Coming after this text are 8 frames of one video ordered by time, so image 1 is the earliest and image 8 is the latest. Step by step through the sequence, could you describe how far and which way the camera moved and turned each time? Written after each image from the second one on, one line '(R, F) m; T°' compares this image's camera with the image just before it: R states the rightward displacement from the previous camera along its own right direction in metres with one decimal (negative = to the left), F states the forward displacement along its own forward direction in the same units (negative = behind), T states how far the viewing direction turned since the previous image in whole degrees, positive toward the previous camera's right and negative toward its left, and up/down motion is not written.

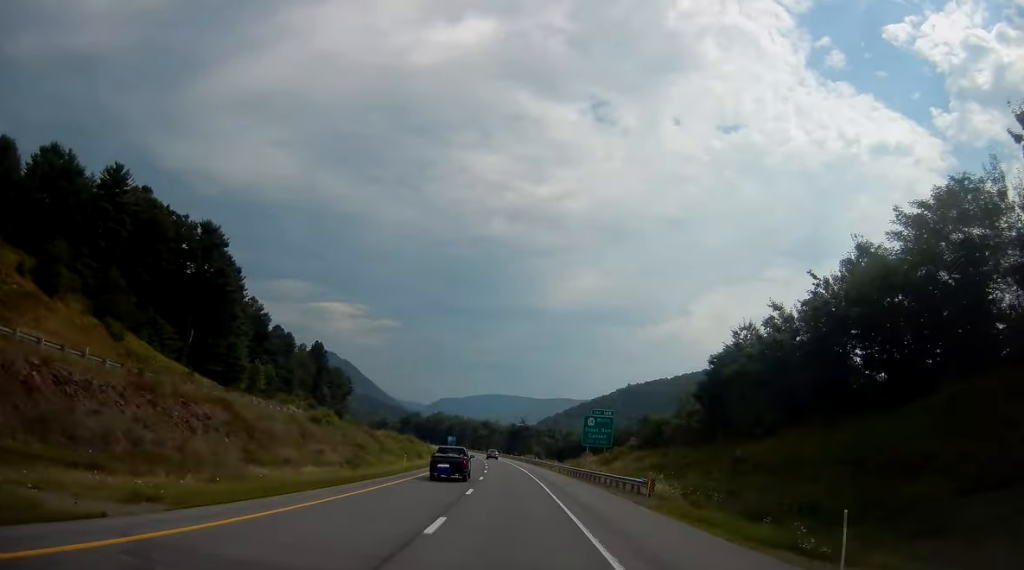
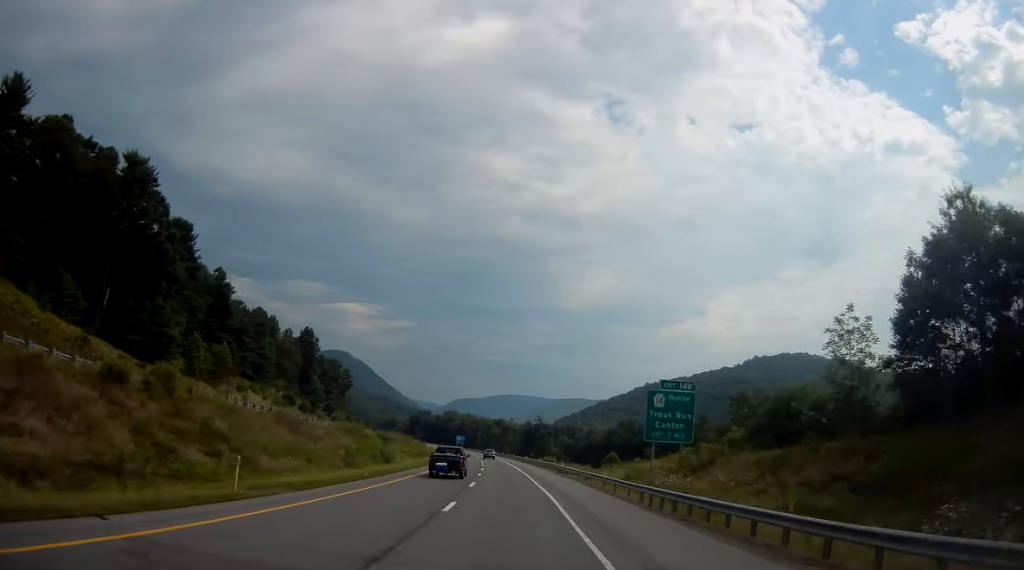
(-0.4, +32.4) m; -1°
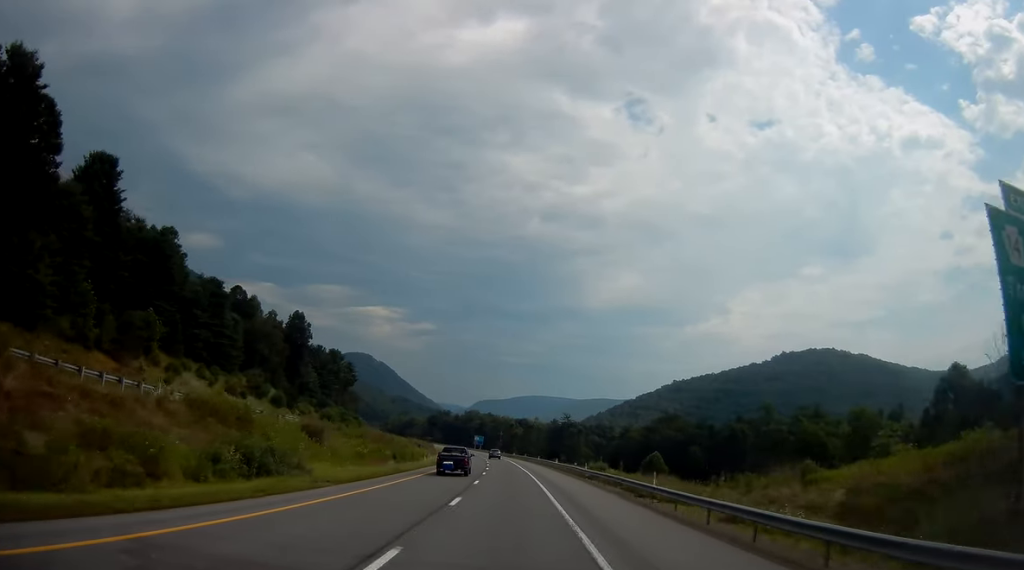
(-0.3, +36.0) m; -2°
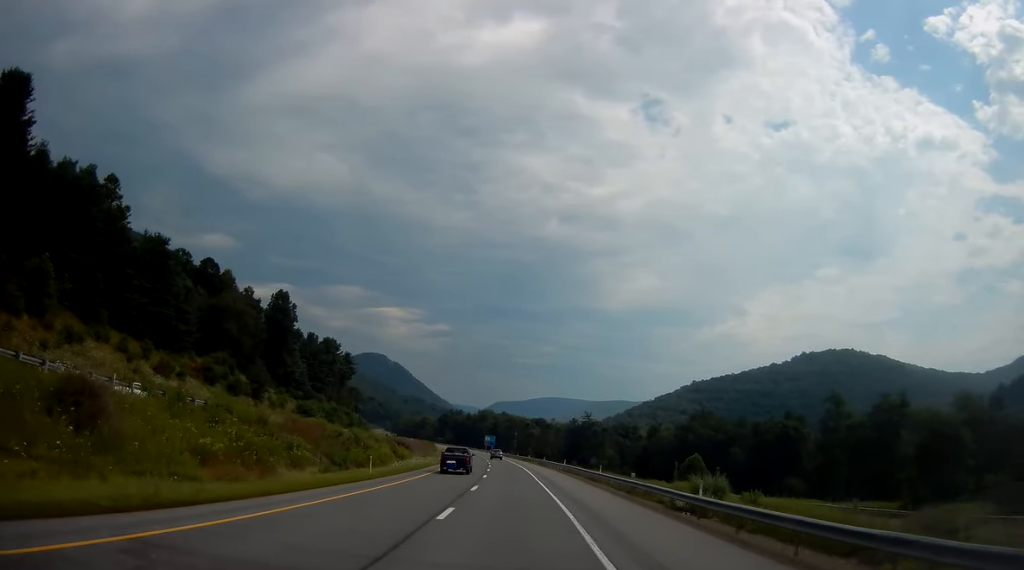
(-0.7, +30.2) m; -2°
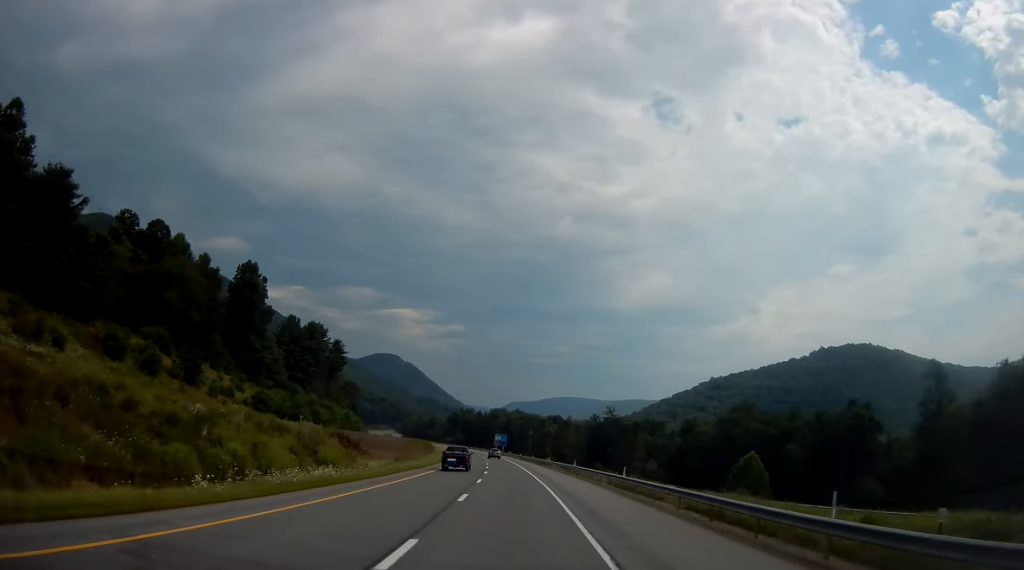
(-0.6, +34.6) m; -1°
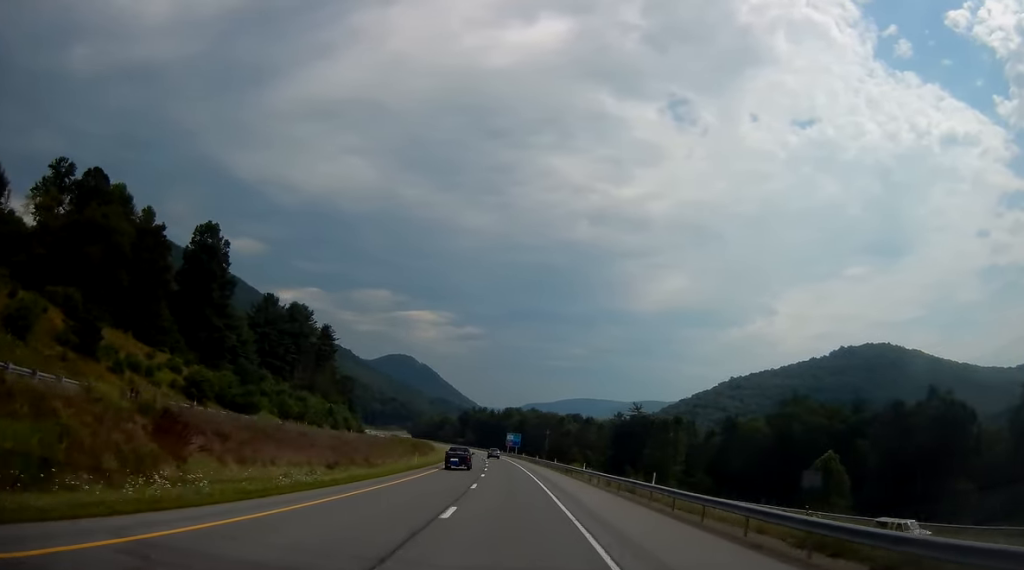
(-0.2, +28.4) m; -1°
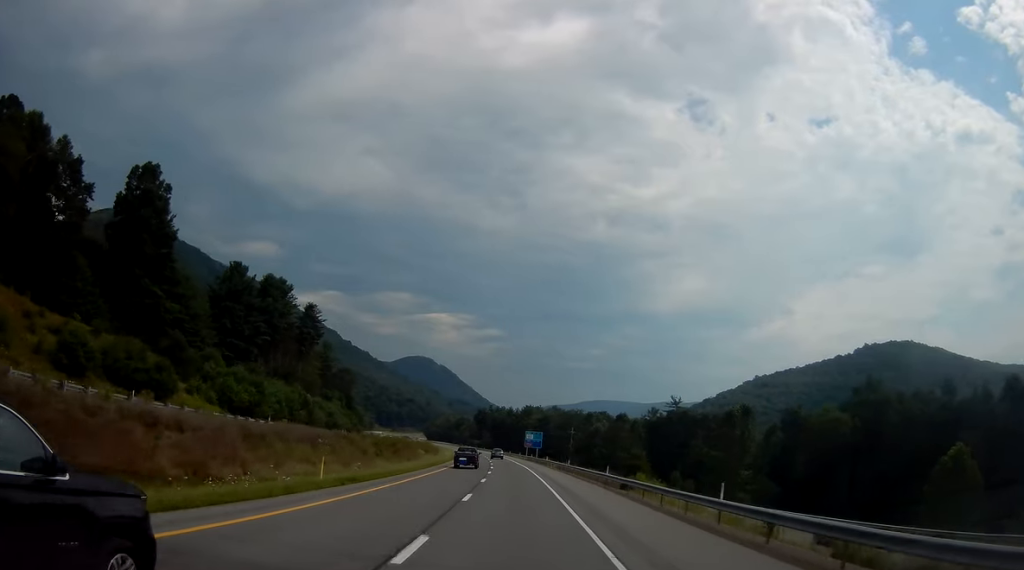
(-0.5, +29.2) m; -1°
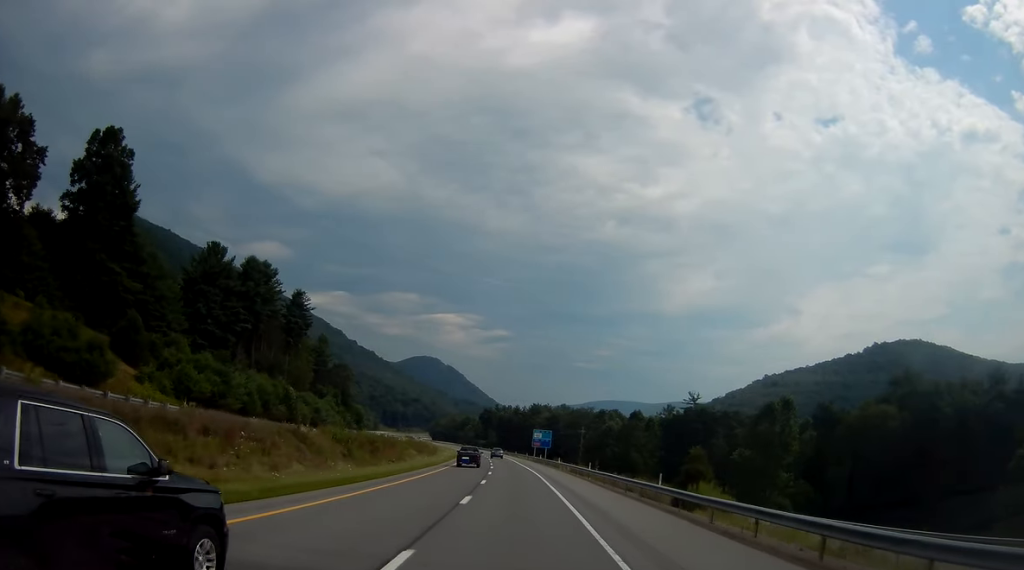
(-0.1, +13.4) m; -1°
